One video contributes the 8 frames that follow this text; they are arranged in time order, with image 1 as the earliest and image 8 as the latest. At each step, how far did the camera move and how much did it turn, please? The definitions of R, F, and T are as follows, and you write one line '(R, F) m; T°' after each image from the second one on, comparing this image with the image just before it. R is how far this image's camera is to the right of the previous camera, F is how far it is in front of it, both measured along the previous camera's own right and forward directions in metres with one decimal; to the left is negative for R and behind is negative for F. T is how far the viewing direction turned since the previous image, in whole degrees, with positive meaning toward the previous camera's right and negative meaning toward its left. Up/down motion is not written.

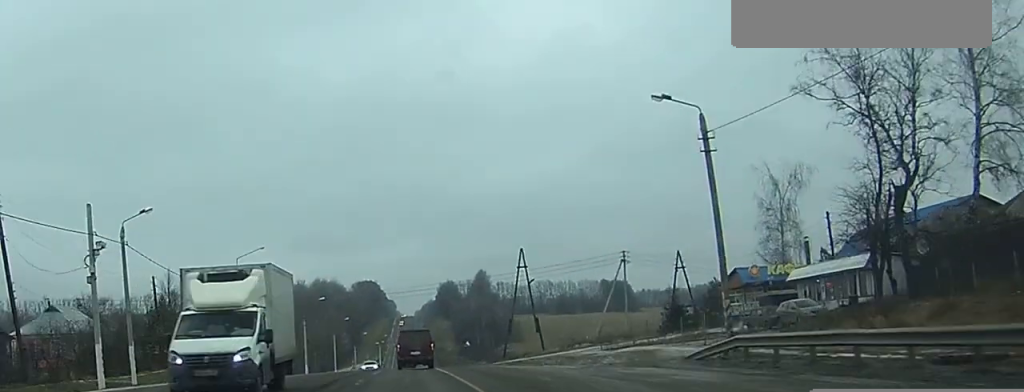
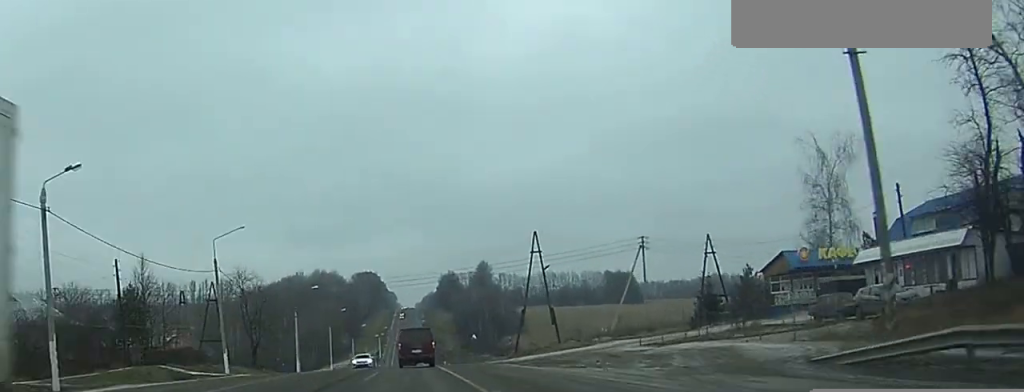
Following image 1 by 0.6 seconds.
(0.0, +9.7) m; 0°
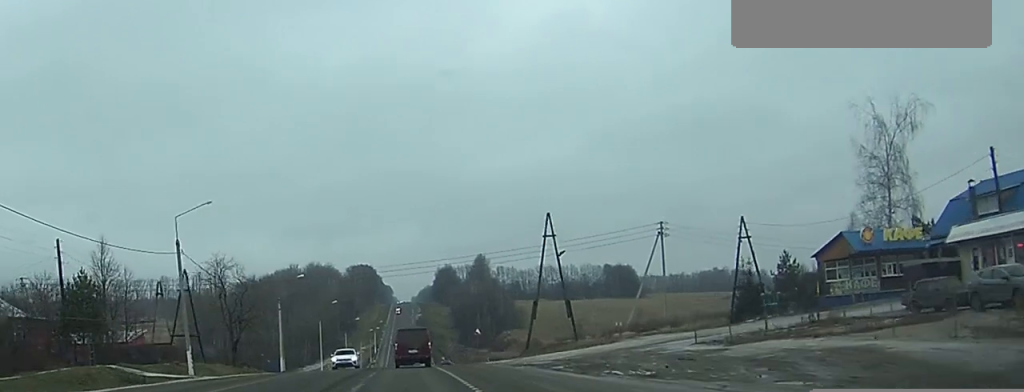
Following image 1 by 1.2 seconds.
(0.0, +10.3) m; 0°
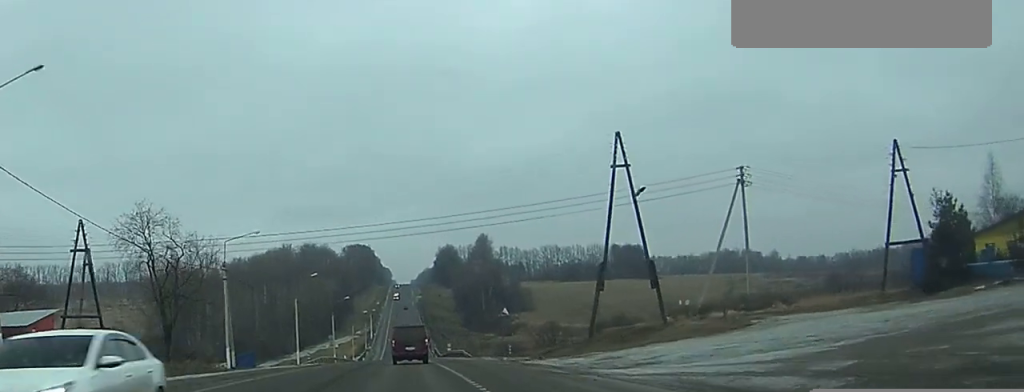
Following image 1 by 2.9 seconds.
(0.0, +26.8) m; 0°
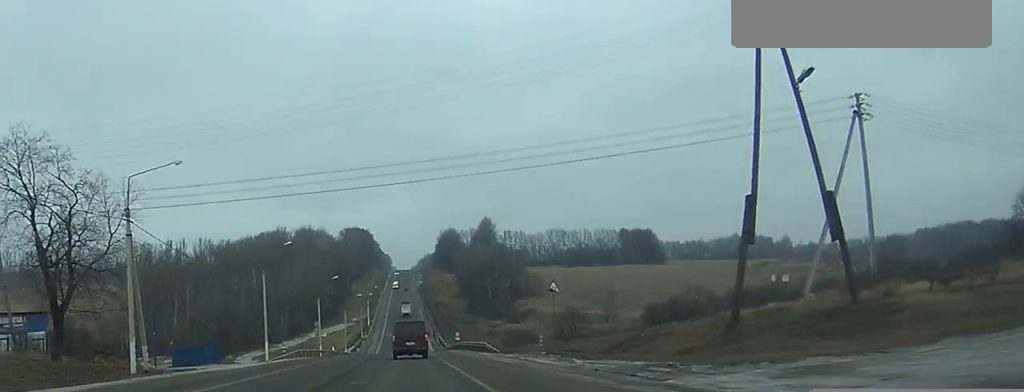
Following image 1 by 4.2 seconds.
(0.0, +22.3) m; 0°
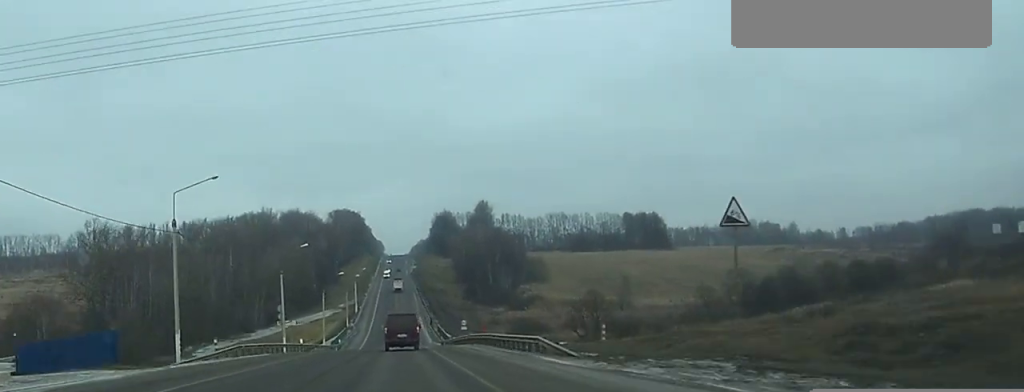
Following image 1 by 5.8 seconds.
(0.0, +26.6) m; 0°
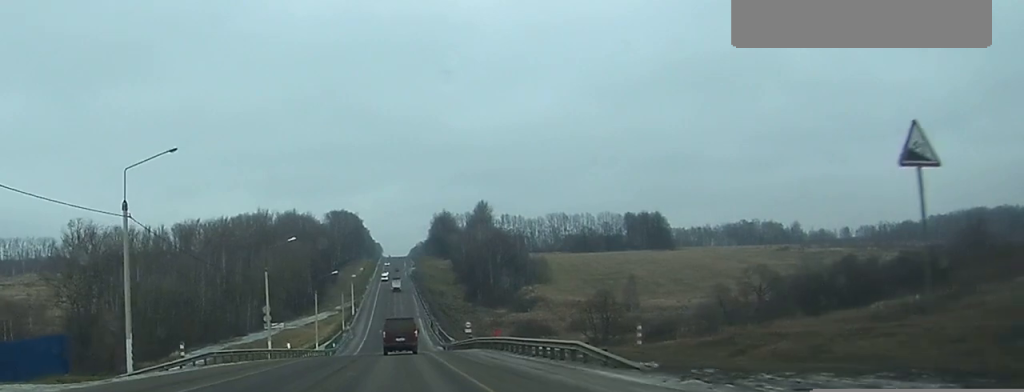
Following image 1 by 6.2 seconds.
(0.0, +8.0) m; 0°
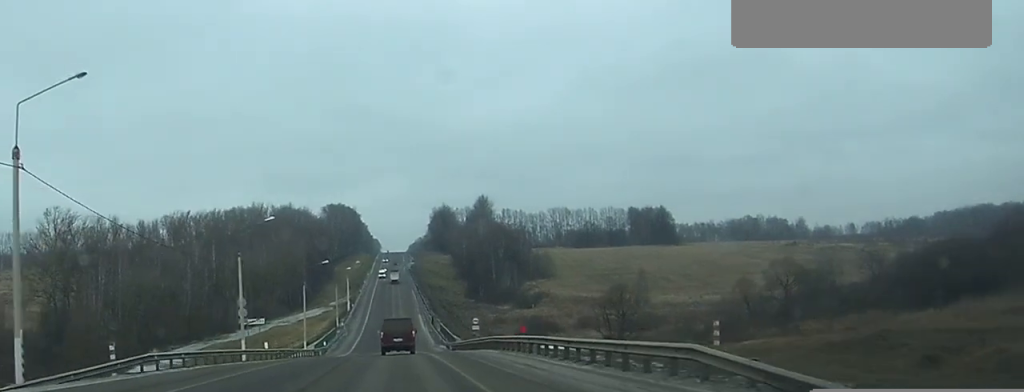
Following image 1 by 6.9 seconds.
(0.0, +10.9) m; 0°
